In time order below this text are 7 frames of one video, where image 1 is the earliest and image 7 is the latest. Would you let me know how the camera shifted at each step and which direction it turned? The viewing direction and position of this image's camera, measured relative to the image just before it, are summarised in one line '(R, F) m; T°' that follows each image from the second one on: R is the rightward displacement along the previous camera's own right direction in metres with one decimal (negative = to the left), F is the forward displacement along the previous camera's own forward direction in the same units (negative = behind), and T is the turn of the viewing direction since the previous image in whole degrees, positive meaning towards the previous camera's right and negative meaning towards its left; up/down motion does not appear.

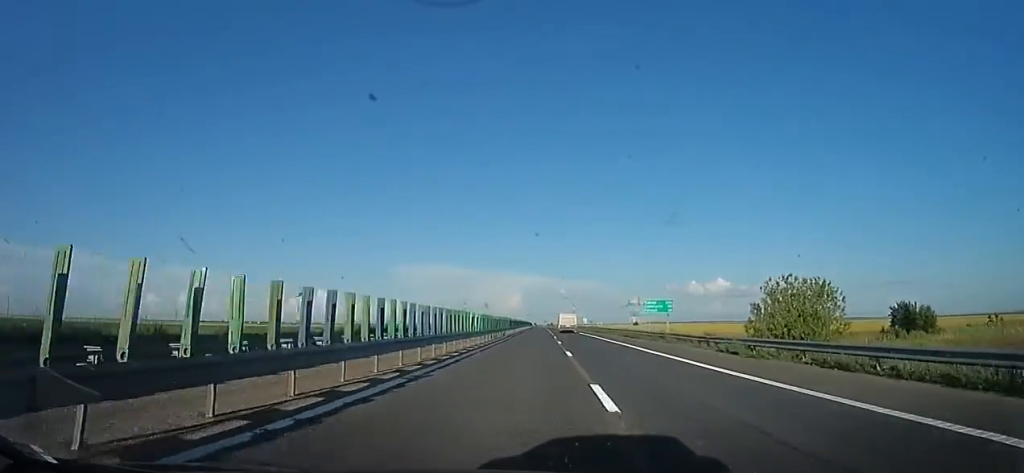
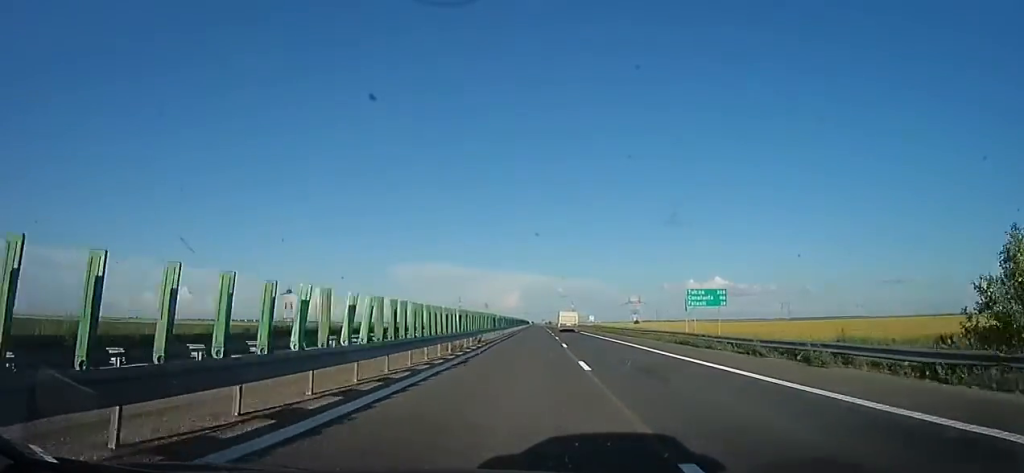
(+0.4, +17.7) m; +1°
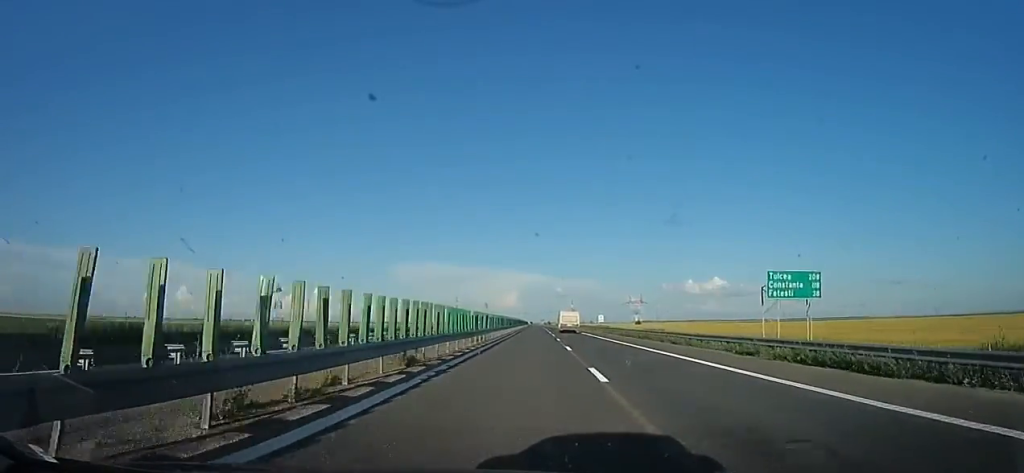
(0.0, +14.8) m; 0°
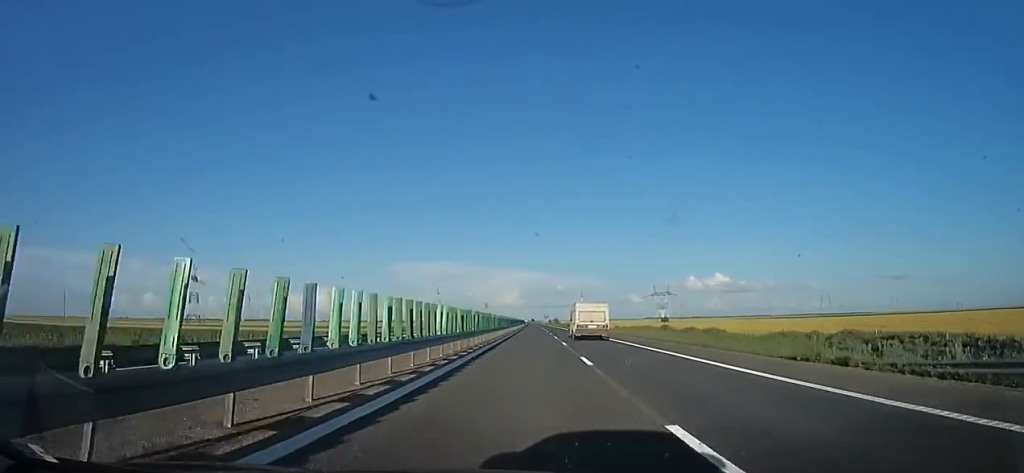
(+0.4, +103.4) m; 0°
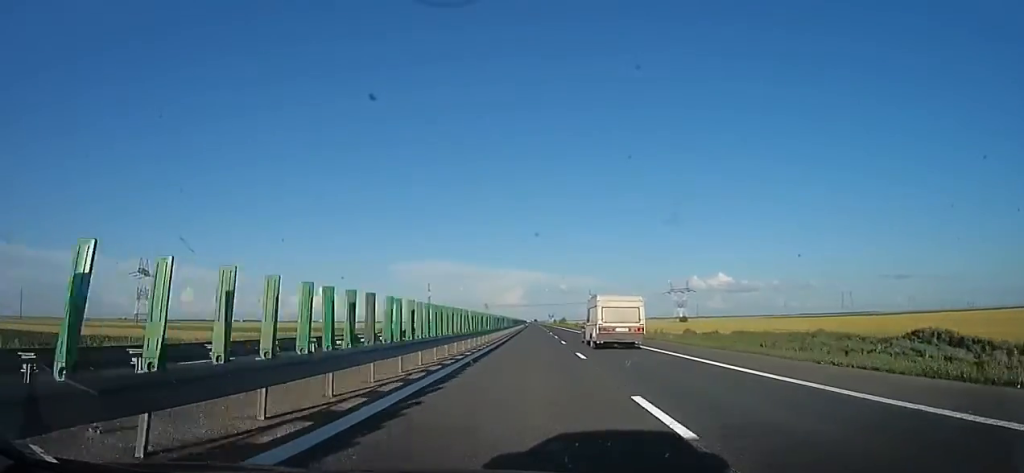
(-0.1, +45.2) m; 0°
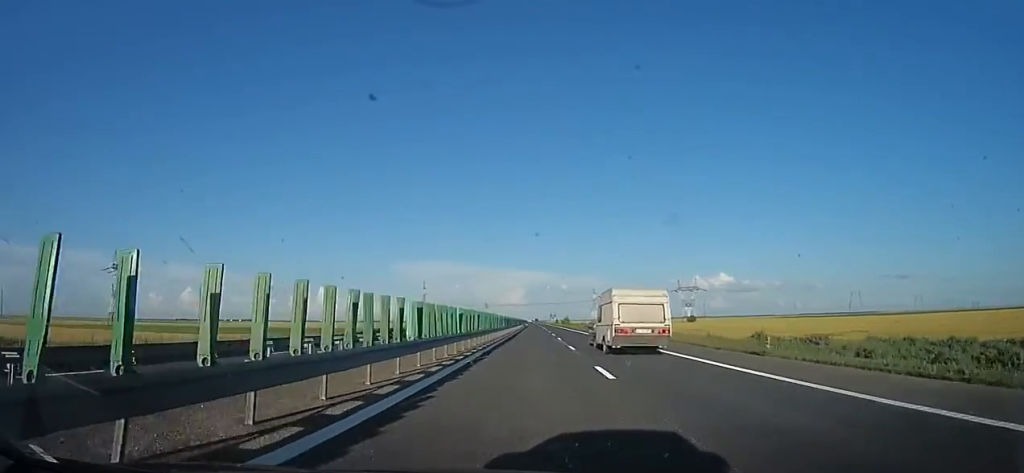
(0.0, +18.2) m; 0°
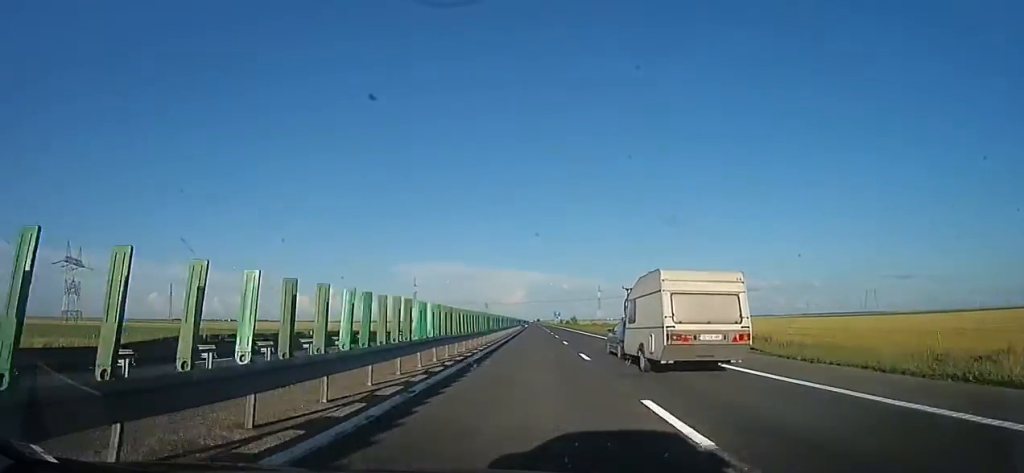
(0.0, +29.9) m; 0°
